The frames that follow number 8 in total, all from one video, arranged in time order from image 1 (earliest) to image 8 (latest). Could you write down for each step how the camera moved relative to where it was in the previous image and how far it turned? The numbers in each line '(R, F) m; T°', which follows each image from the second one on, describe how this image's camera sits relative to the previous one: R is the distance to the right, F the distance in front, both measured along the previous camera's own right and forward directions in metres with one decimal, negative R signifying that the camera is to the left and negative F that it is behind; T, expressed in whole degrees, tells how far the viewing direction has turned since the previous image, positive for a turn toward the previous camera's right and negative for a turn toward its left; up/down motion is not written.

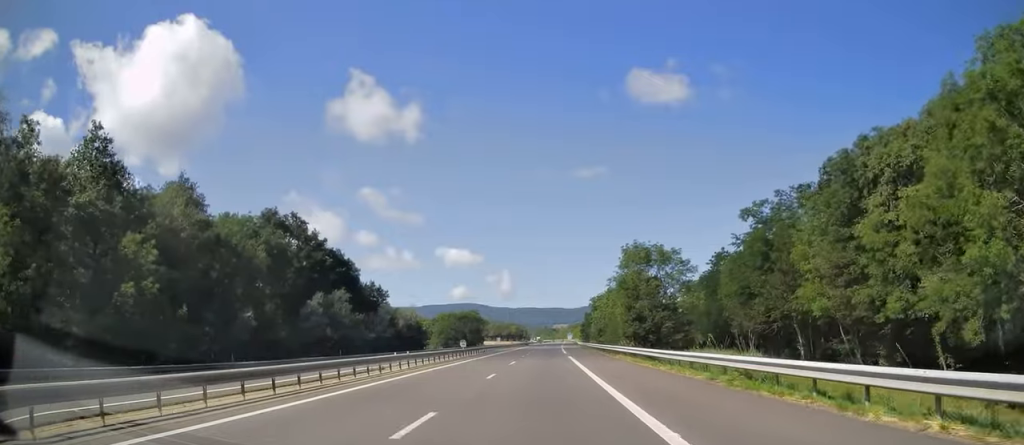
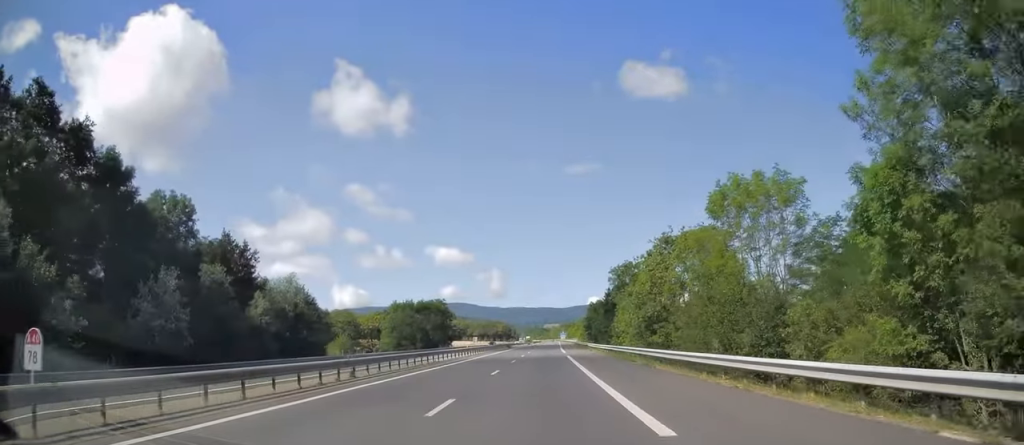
(+0.2, +49.7) m; 0°
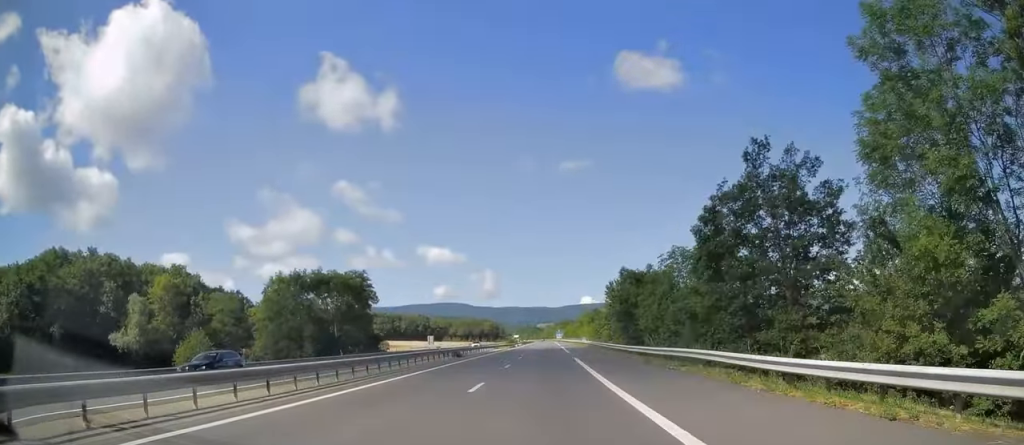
(+1.2, +60.3) m; +2°
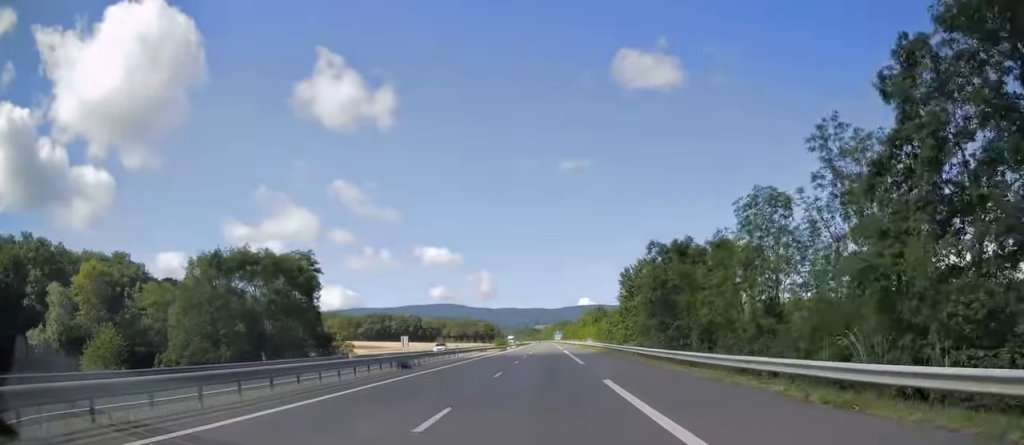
(0.0, +19.8) m; 0°
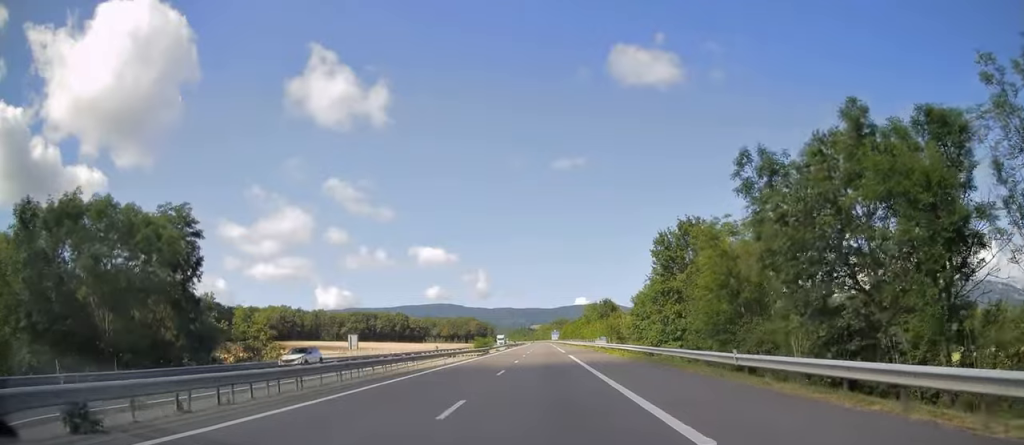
(-0.2, +24.6) m; 0°
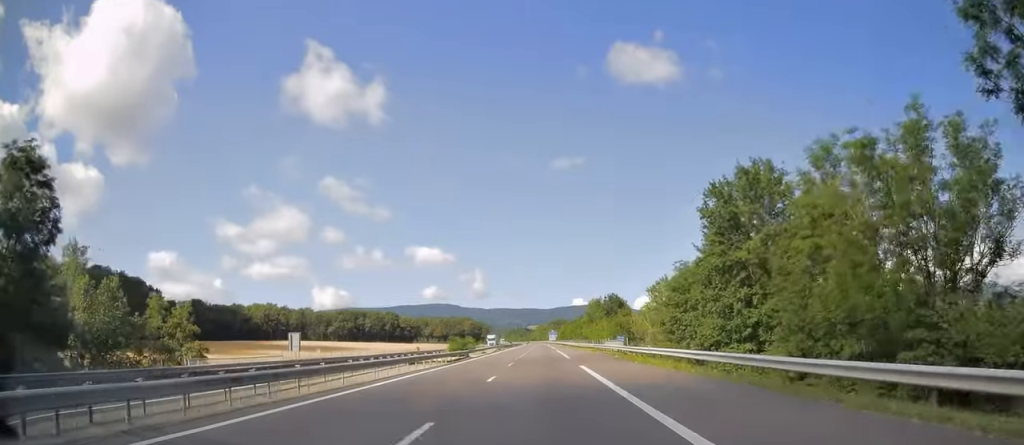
(0.0, +16.6) m; 0°
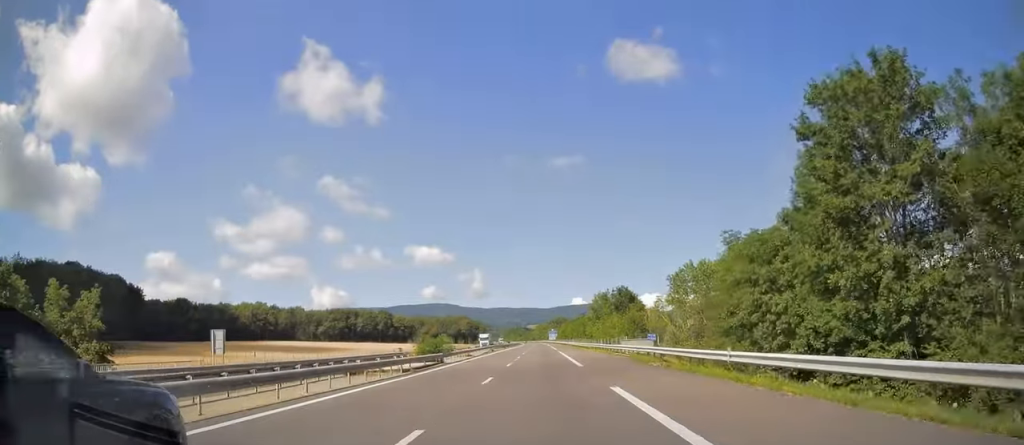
(-0.1, +13.9) m; 0°
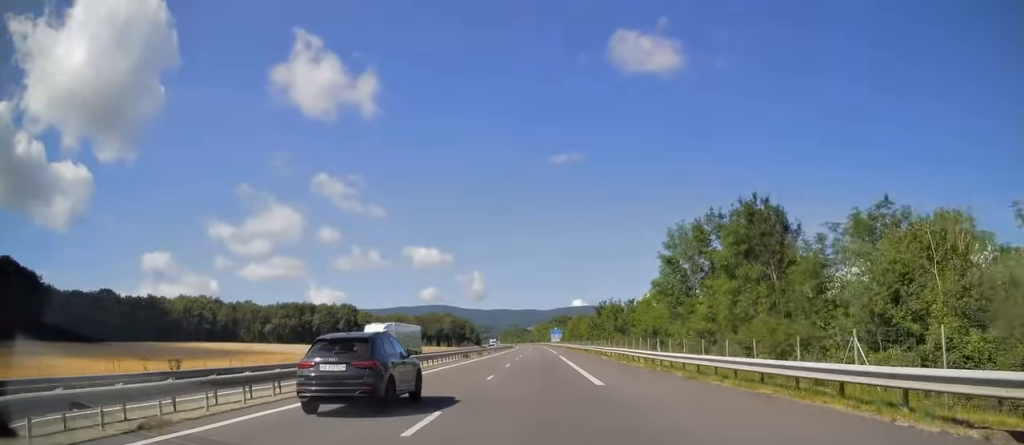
(+0.7, +62.5) m; 0°
